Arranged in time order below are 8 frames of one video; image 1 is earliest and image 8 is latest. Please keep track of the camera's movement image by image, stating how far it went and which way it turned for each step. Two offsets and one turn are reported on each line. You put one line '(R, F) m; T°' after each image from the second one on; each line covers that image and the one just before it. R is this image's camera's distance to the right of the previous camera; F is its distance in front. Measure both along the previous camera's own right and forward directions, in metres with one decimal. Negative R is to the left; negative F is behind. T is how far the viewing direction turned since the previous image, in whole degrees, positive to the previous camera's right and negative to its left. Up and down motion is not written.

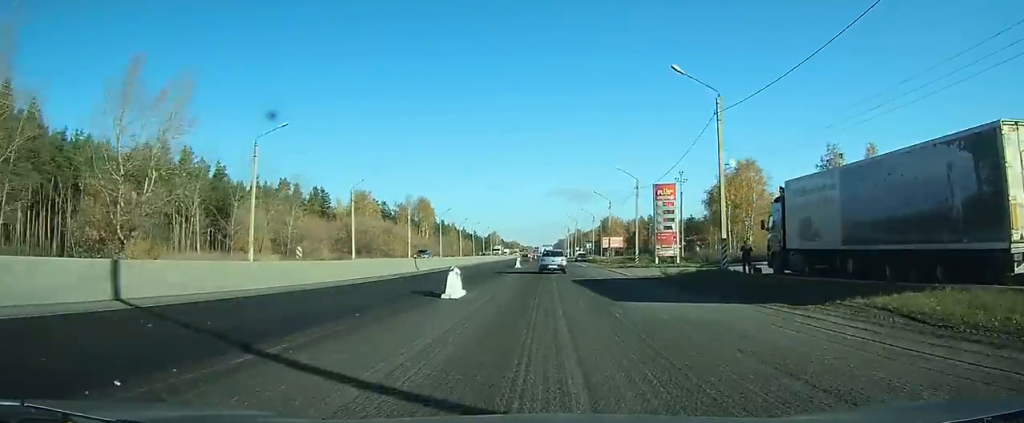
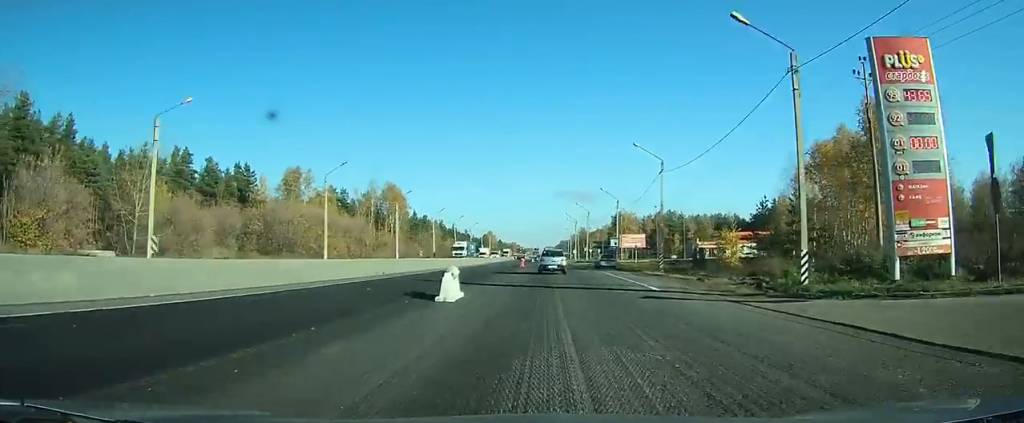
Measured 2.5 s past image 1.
(-0.3, +40.6) m; 0°
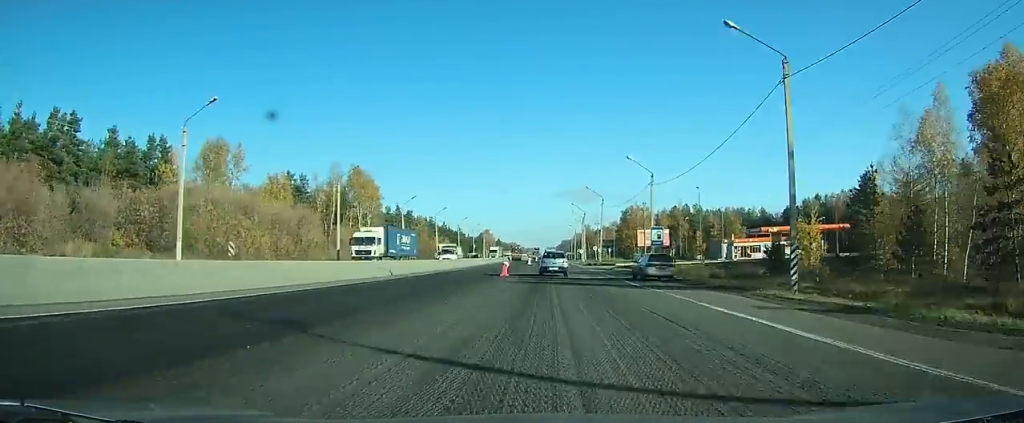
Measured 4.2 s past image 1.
(0.0, +26.5) m; 0°
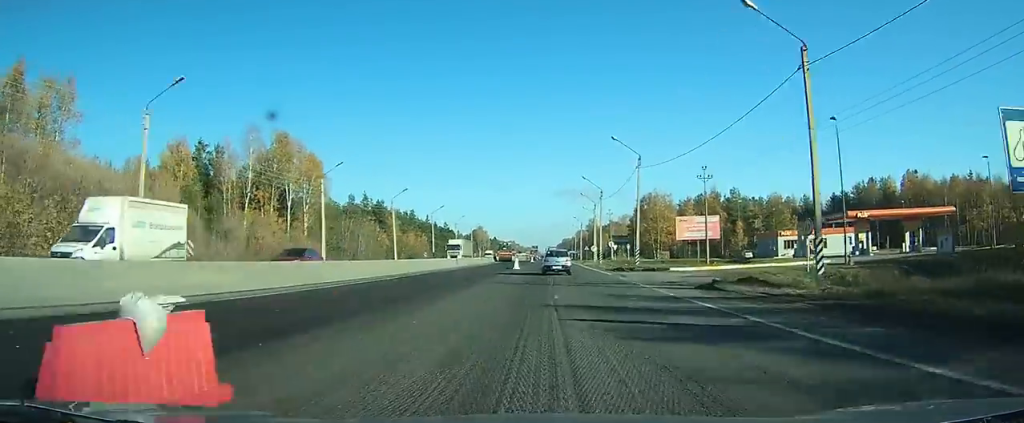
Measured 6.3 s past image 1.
(0.0, +33.1) m; 0°
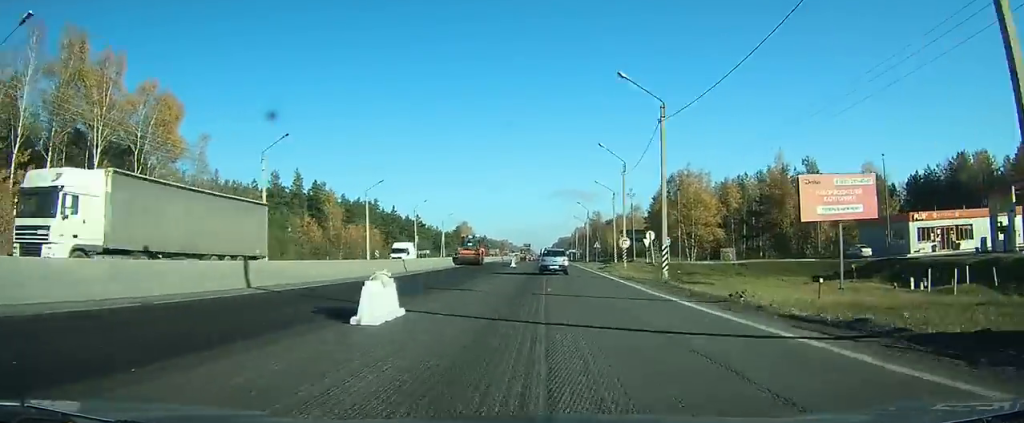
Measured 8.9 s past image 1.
(0.0, +39.1) m; 0°
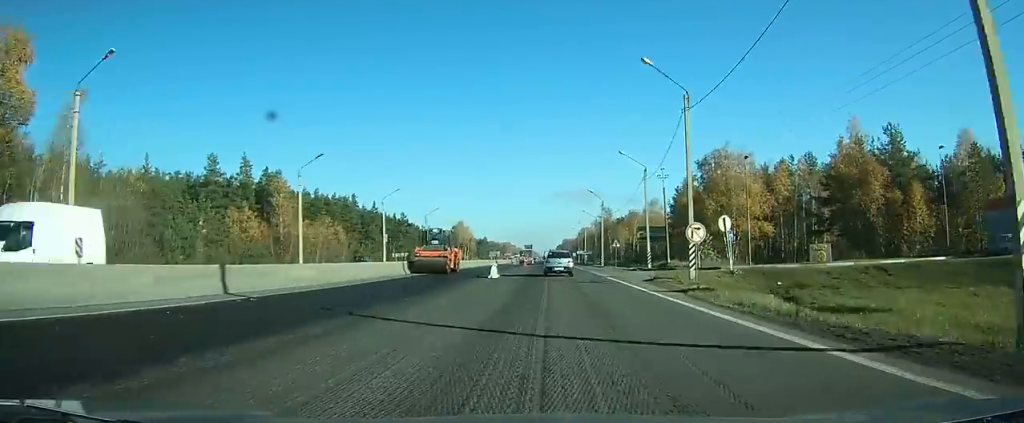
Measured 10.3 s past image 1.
(0.0, +23.6) m; 0°
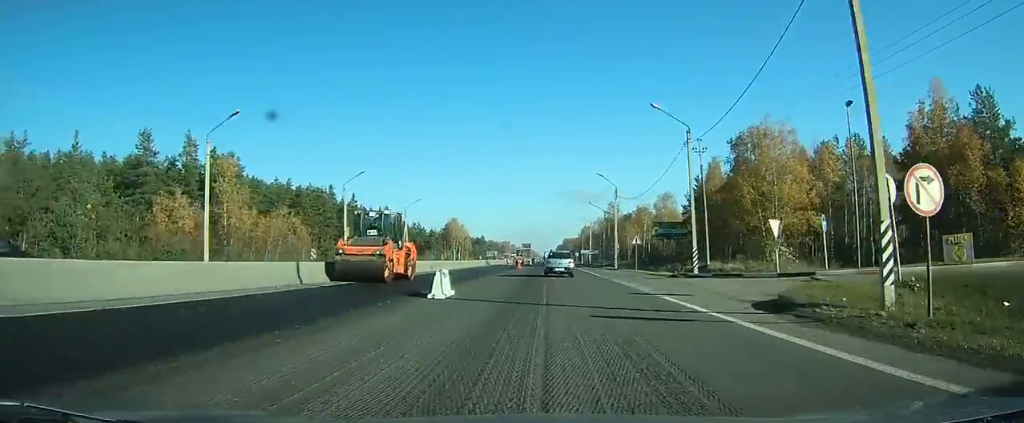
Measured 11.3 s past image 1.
(0.0, +17.2) m; 0°
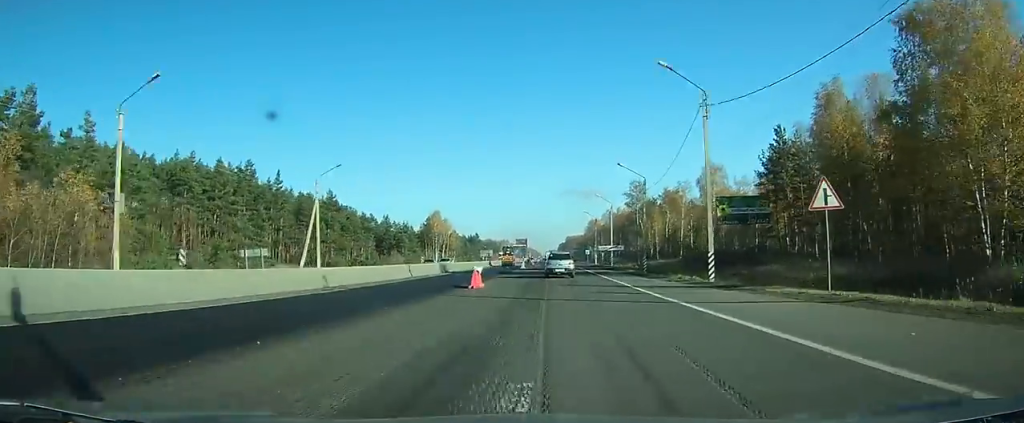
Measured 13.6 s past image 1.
(-0.1, +40.4) m; 0°
